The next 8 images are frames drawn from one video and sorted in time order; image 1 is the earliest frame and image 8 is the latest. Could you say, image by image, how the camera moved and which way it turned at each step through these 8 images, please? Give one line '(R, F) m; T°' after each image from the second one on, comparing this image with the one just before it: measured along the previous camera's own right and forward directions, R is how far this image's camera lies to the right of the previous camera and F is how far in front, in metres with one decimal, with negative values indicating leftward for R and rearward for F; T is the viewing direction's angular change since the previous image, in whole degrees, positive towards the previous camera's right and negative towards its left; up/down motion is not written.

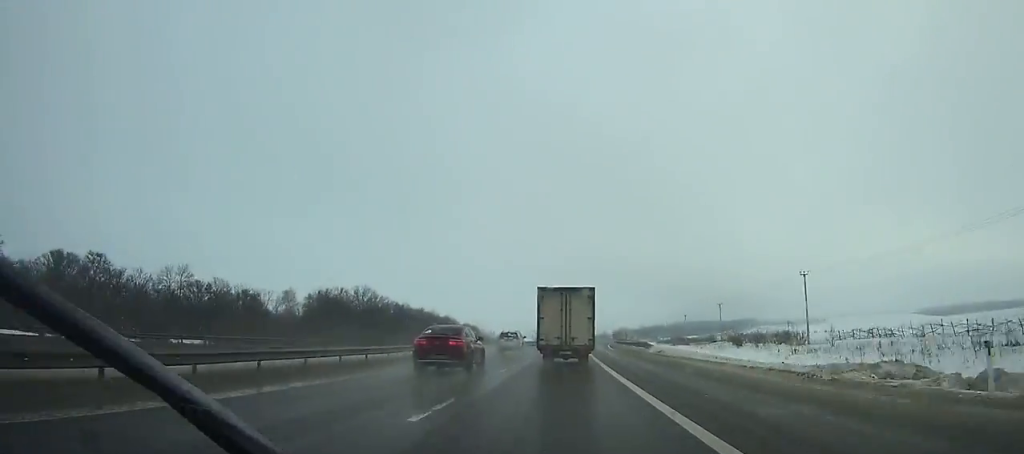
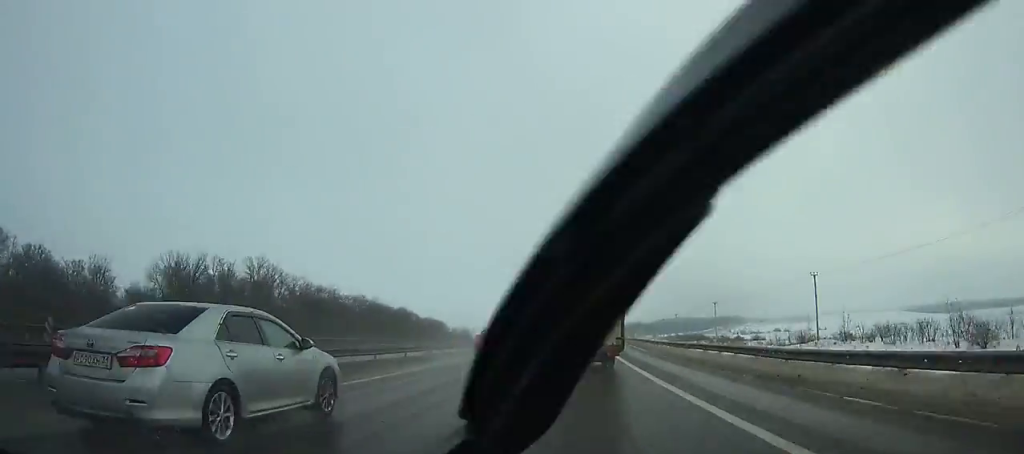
(+1.0, +58.6) m; +2°
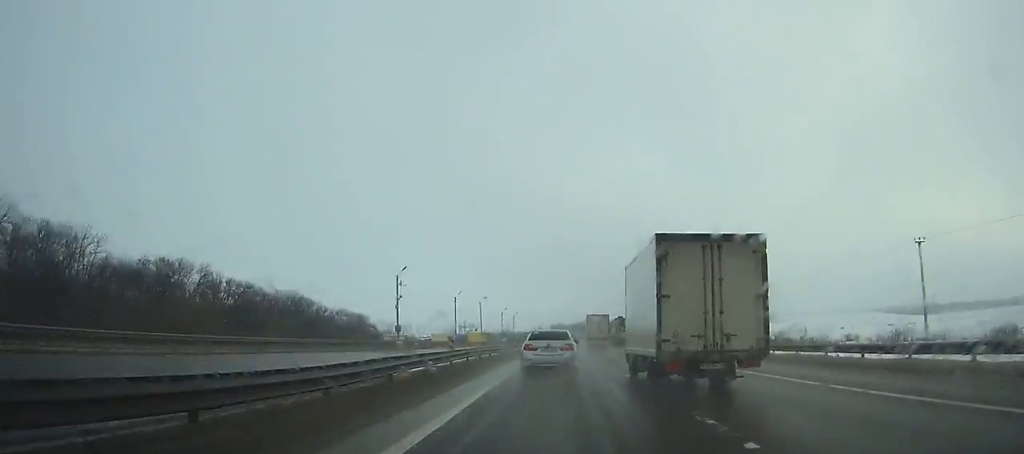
(+2.5, +89.1) m; +4°
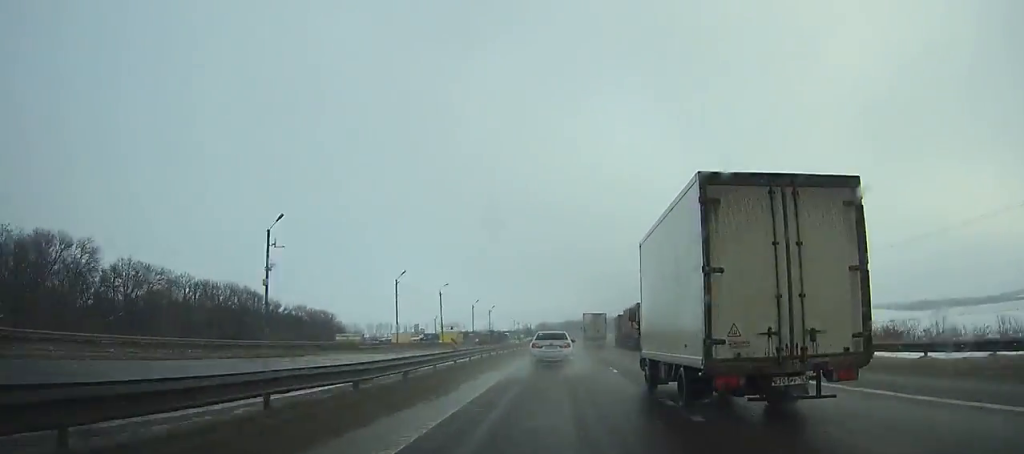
(+0.9, +35.0) m; +2°
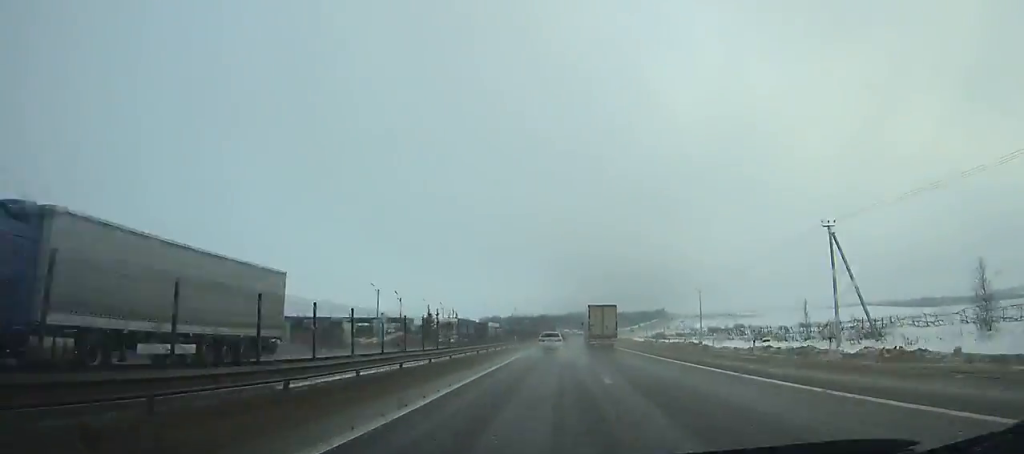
(+6.5, +149.4) m; +4°
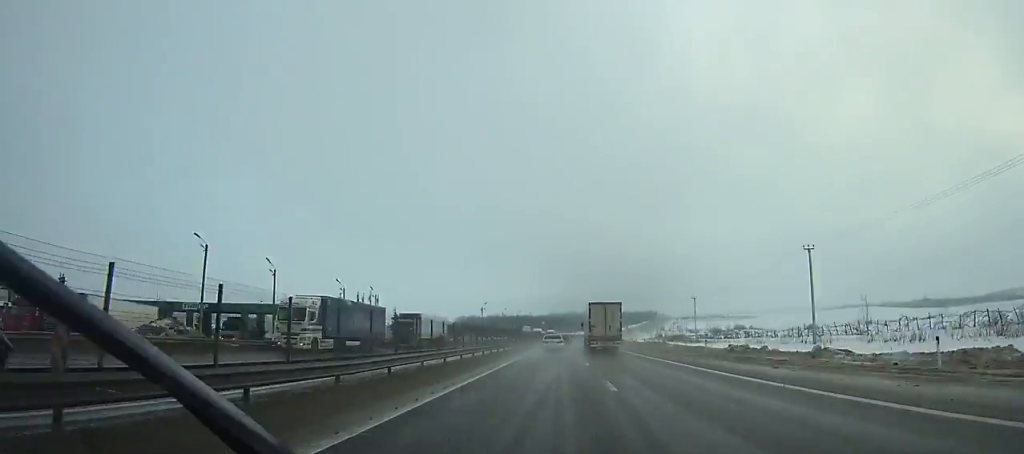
(+0.2, +49.5) m; +1°
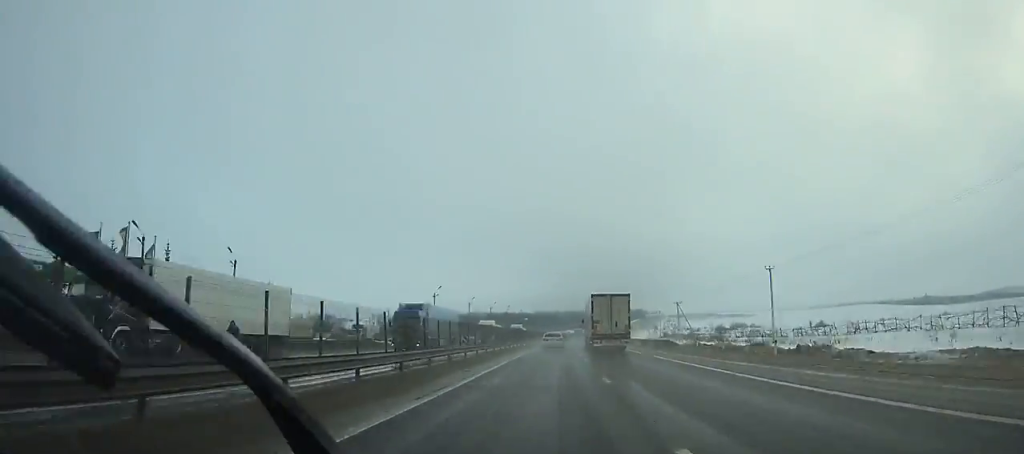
(+0.7, +45.7) m; +1°
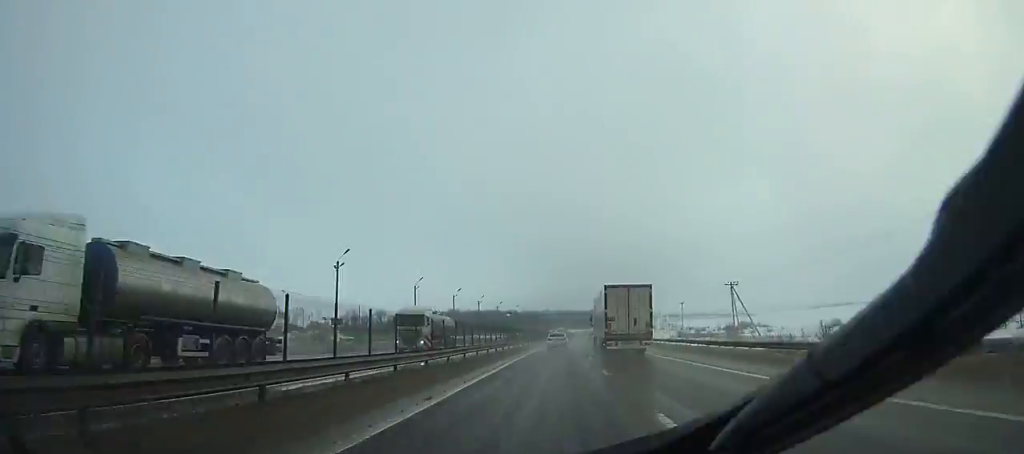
(+0.3, +46.2) m; +1°
